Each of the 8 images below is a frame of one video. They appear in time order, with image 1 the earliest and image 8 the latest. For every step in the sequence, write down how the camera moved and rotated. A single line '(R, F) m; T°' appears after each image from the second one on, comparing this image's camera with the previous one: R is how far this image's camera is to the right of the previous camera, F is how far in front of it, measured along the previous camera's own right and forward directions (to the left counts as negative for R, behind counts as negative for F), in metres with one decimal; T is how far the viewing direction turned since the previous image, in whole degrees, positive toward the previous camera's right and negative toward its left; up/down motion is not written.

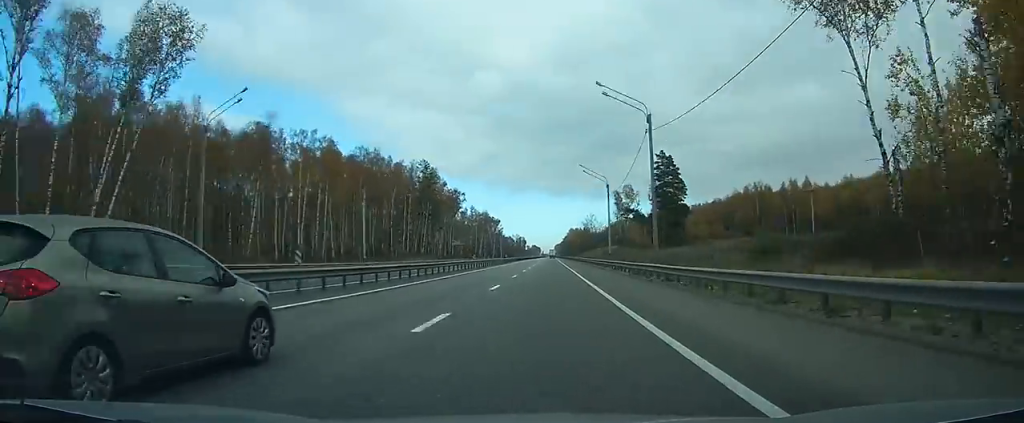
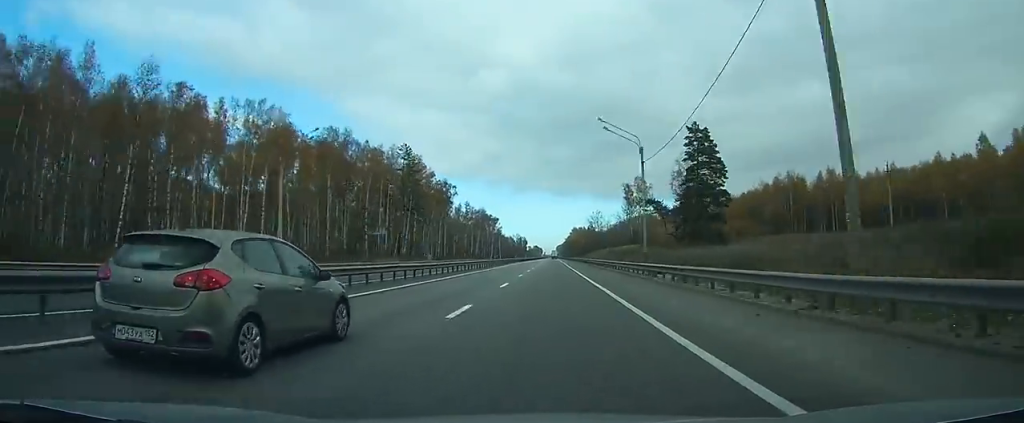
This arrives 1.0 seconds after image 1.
(0.0, +21.9) m; 0°
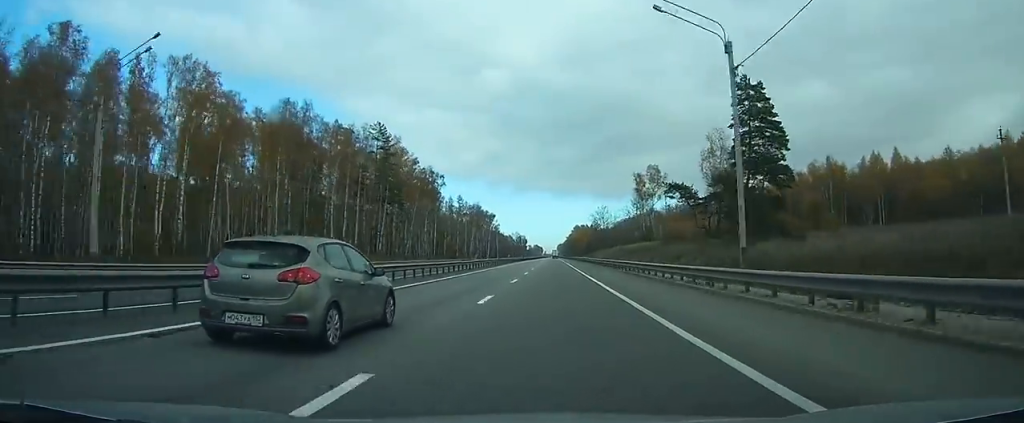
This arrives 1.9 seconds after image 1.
(0.0, +21.7) m; 0°
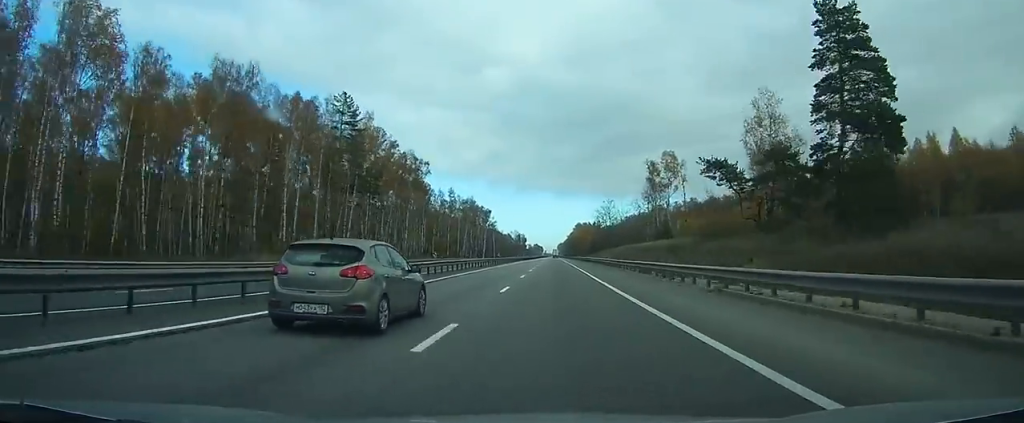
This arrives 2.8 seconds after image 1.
(0.0, +20.2) m; 0°
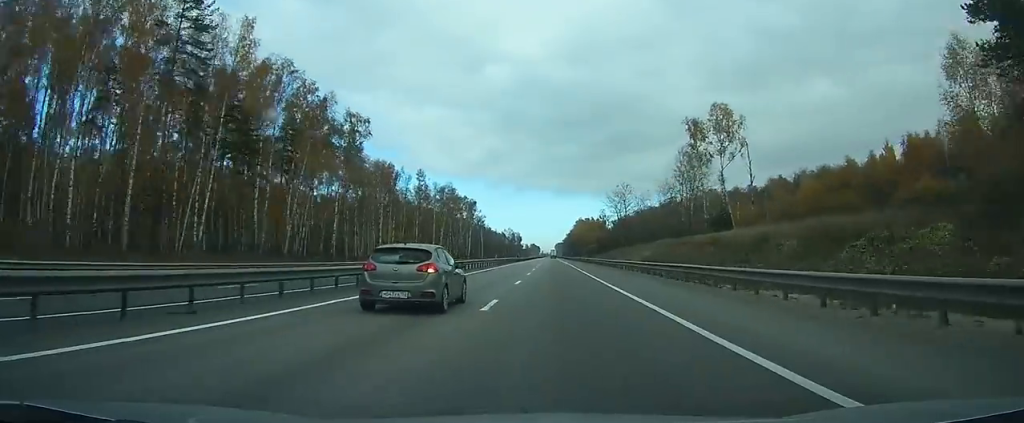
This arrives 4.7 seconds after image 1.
(-0.1, +43.6) m; 0°
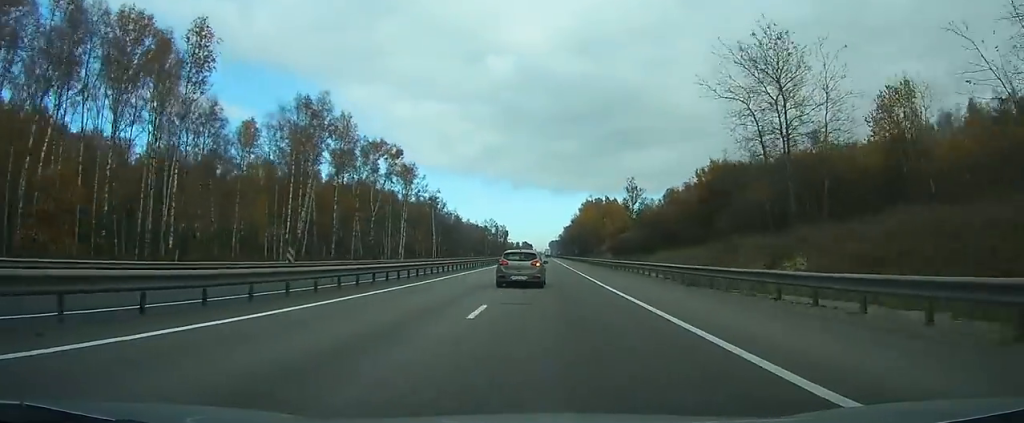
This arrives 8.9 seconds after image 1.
(+0.5, +94.8) m; 0°
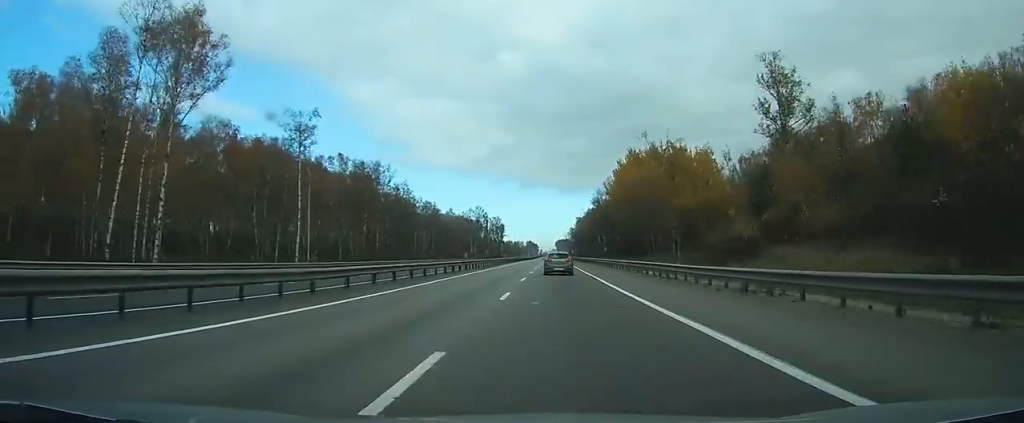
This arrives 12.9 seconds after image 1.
(-0.2, +91.8) m; 0°
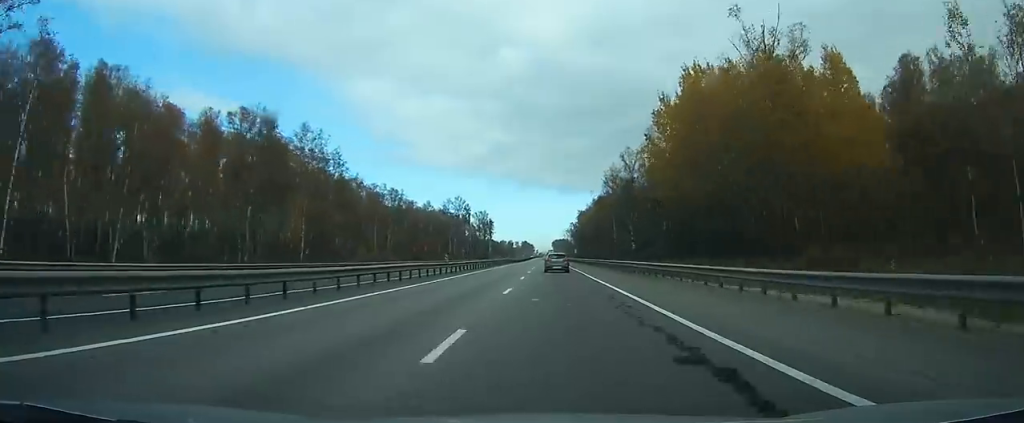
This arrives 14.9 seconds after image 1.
(+0.1, +47.5) m; 0°
